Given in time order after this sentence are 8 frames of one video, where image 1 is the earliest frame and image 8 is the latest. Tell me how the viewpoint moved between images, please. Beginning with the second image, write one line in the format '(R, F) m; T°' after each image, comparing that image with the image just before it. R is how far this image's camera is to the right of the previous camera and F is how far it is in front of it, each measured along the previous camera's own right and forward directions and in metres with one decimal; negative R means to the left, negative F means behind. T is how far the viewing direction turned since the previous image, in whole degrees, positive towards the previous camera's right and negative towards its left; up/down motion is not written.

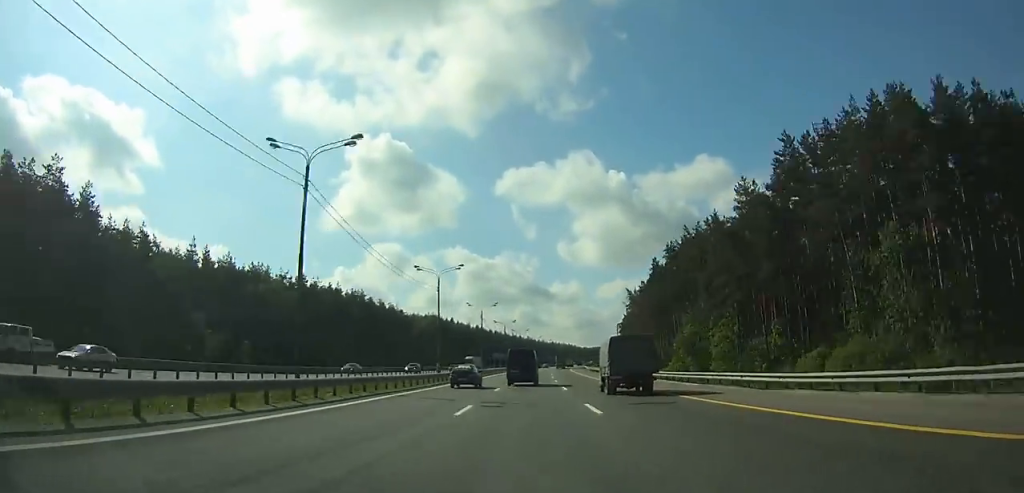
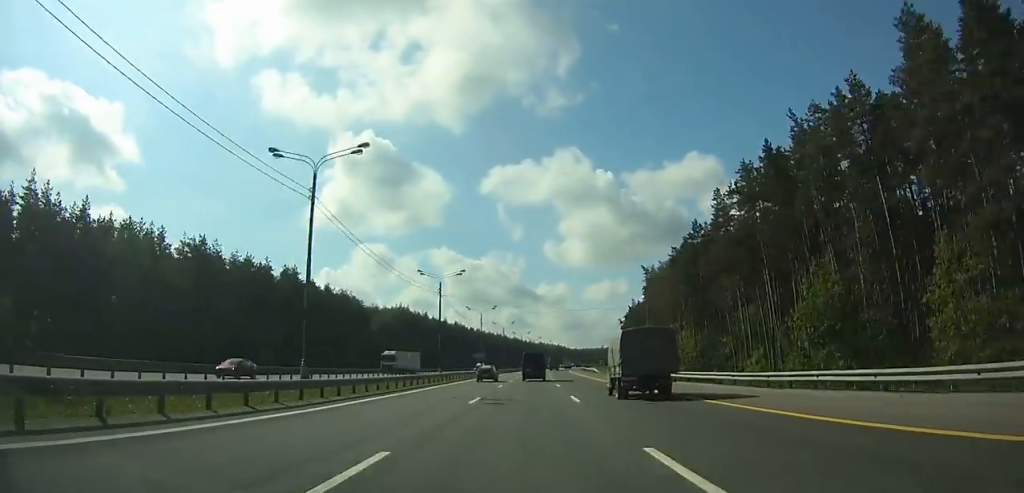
(+0.3, +42.4) m; +1°
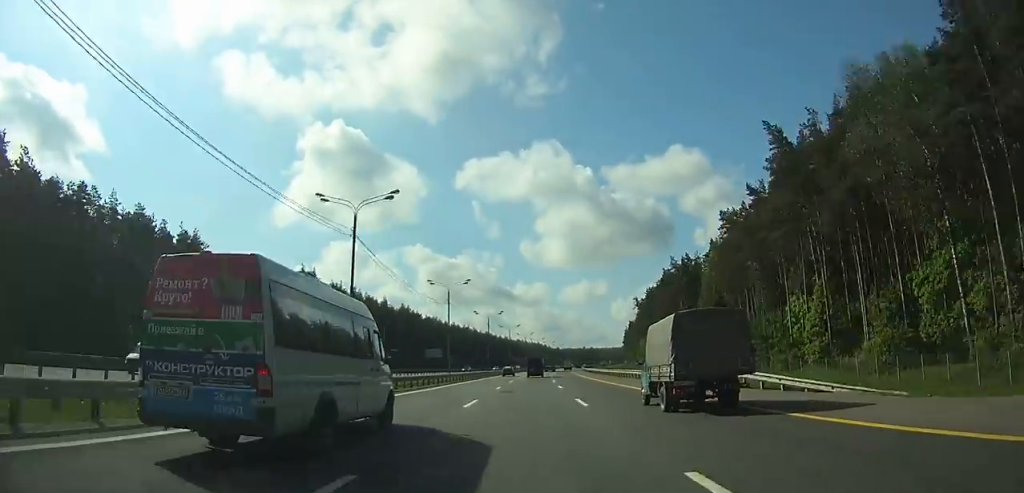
(+1.5, +81.3) m; +2°
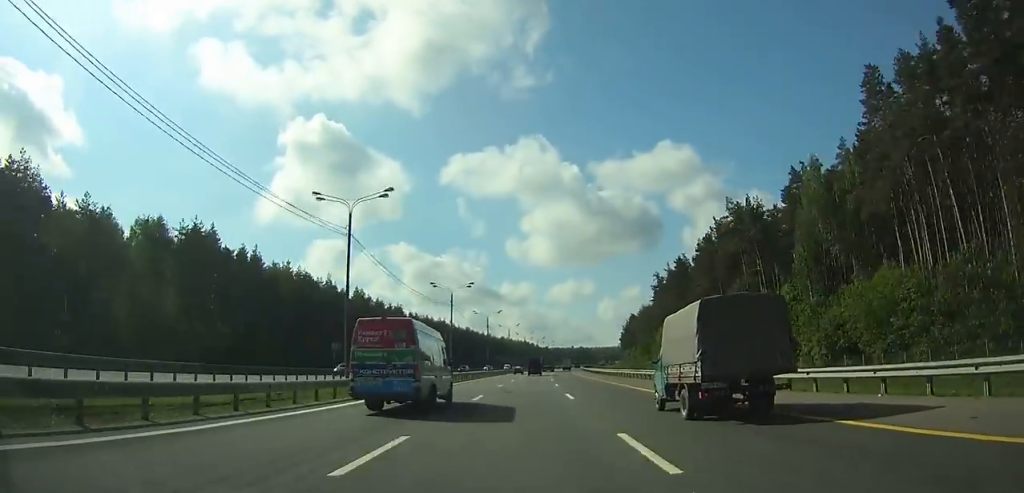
(+0.8, +43.9) m; +1°
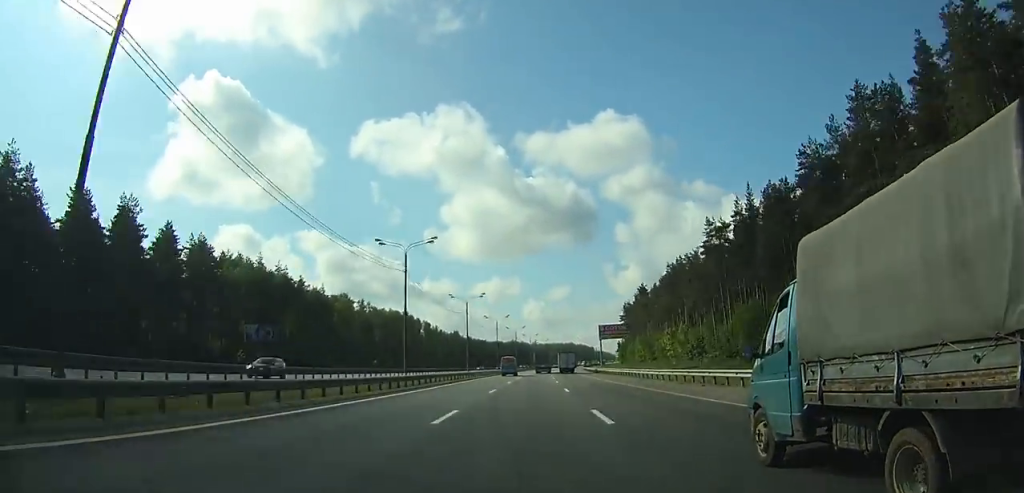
(+16.8, +249.5) m; +7°
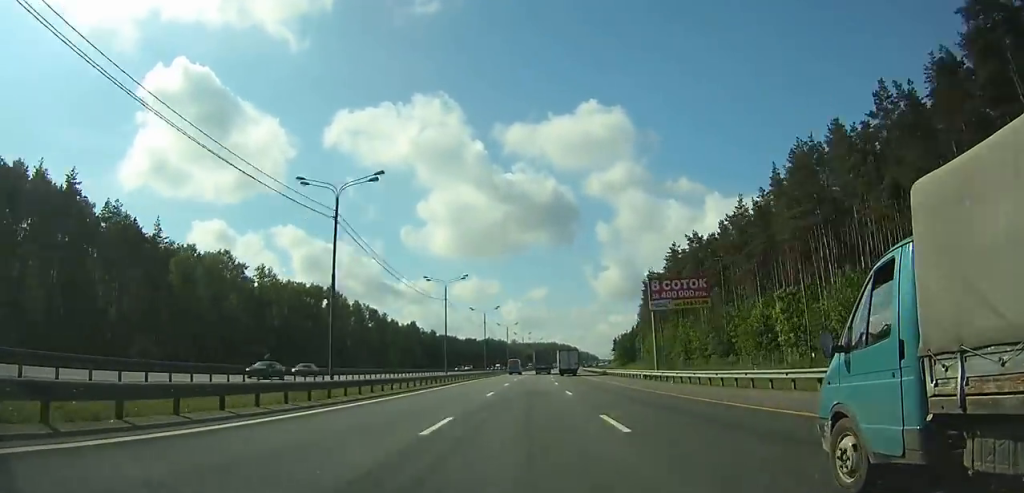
(+1.2, +65.4) m; +2°
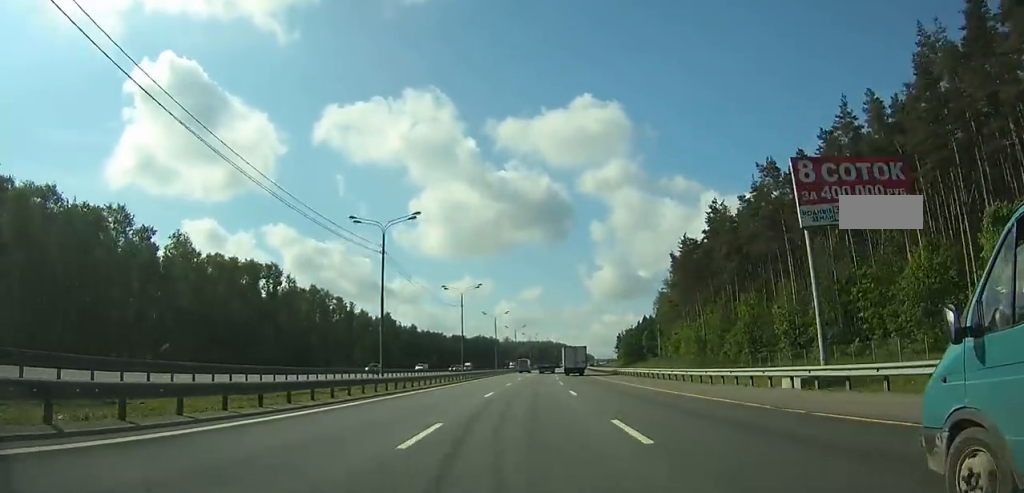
(+0.5, +33.8) m; +1°
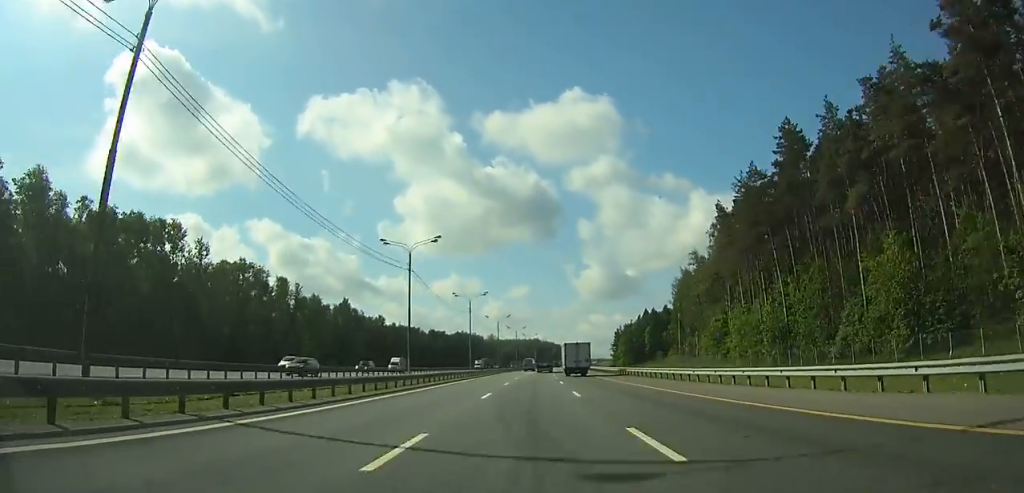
(0.0, +33.7) m; +1°
